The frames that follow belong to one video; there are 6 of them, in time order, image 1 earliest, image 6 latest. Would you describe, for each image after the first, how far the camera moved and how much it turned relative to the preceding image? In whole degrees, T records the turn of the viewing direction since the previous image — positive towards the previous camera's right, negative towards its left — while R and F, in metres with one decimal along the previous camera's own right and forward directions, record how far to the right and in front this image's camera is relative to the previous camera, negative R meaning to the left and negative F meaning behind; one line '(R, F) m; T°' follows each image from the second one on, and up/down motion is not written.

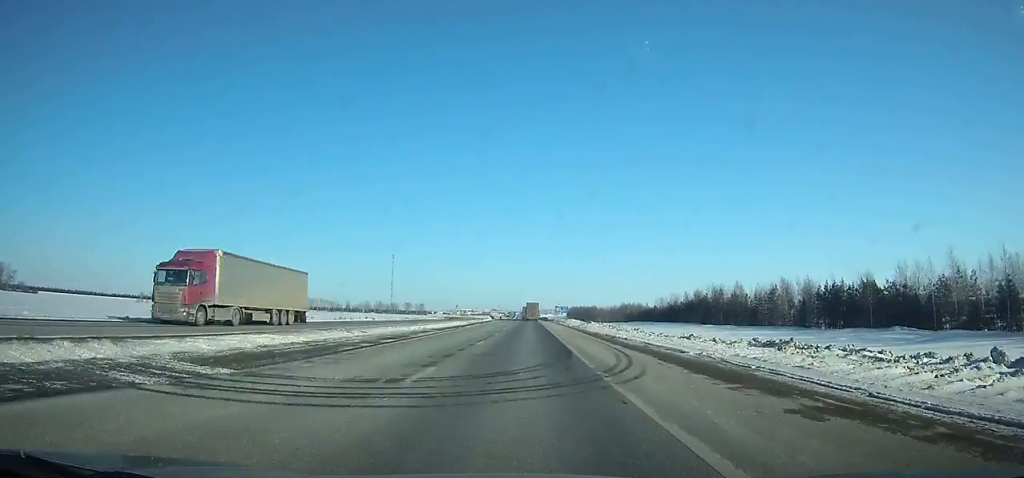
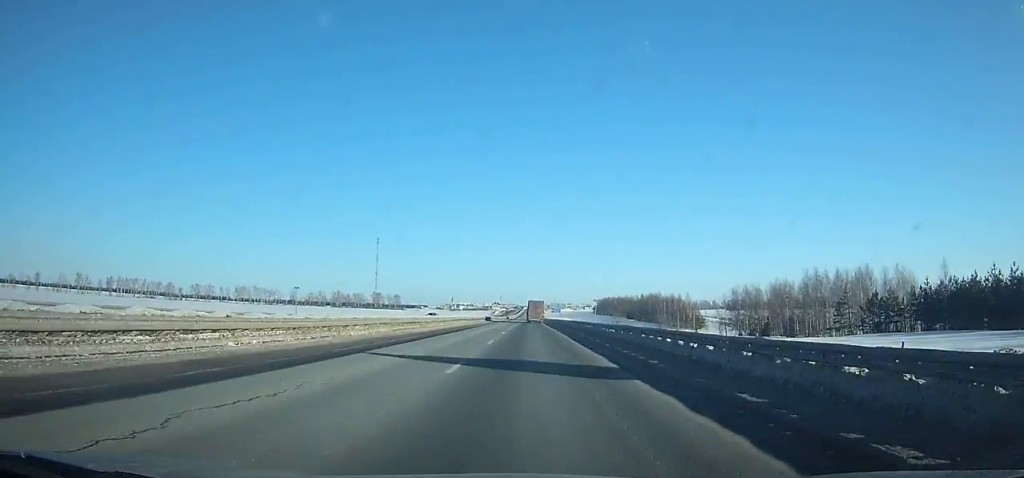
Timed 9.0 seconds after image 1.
(-1.3, +204.7) m; -1°
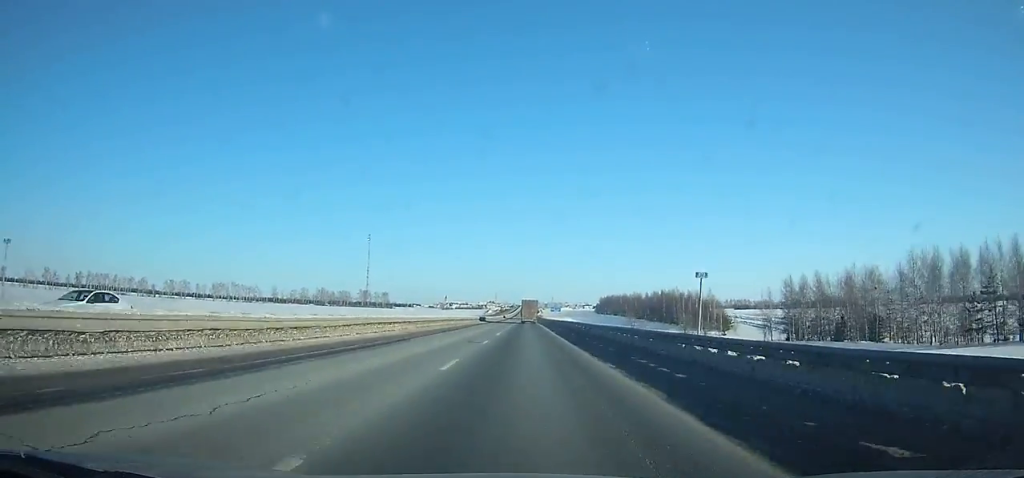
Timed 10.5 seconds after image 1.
(-0.1, +35.0) m; 0°
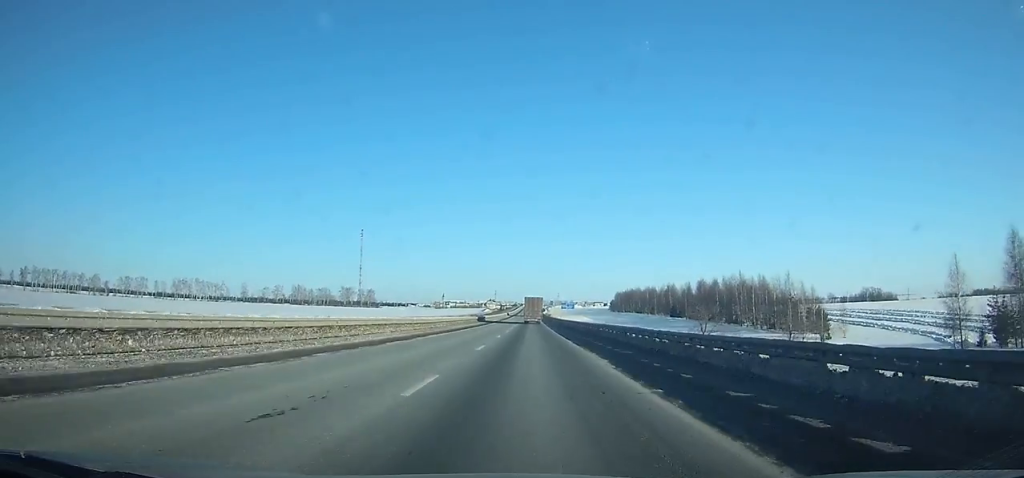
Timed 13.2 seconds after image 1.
(-0.2, +63.3) m; 0°
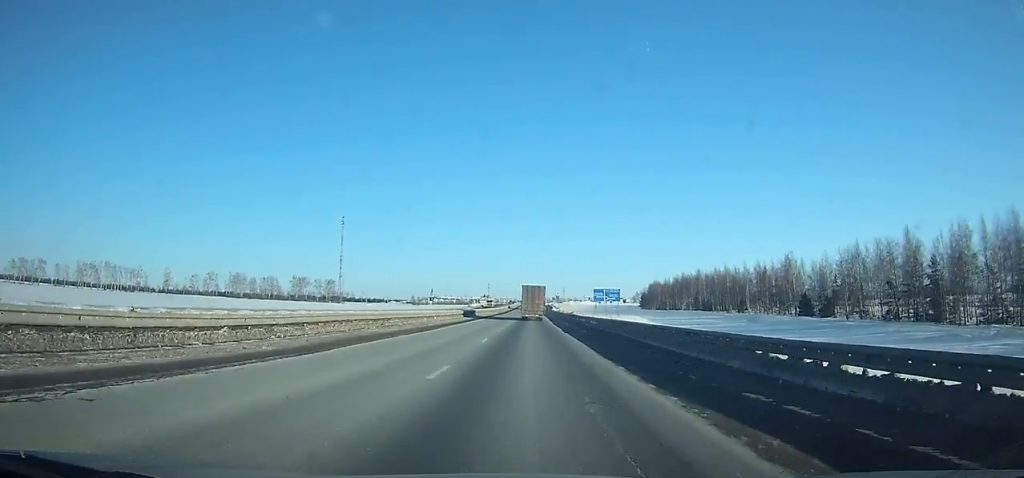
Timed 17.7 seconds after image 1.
(+0.1, +105.8) m; 0°
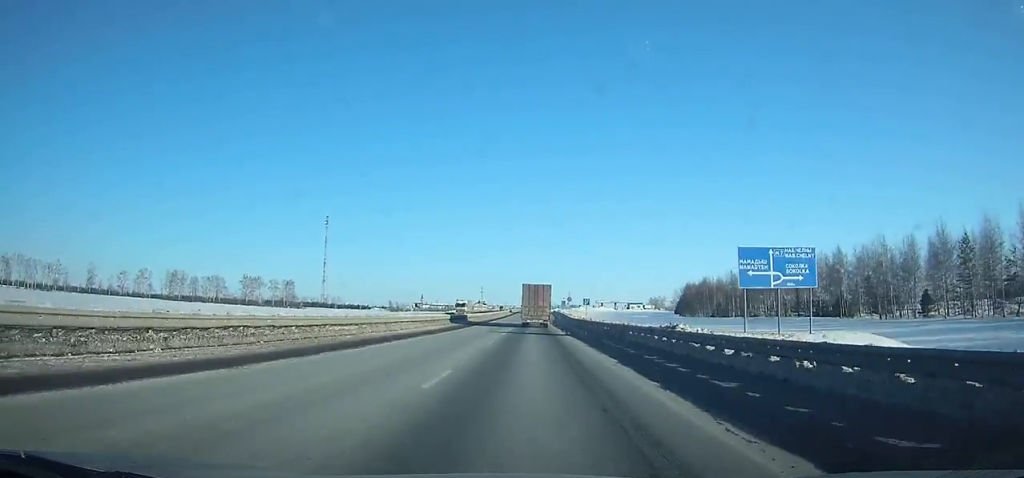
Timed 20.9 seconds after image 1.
(-0.1, +74.1) m; 0°
